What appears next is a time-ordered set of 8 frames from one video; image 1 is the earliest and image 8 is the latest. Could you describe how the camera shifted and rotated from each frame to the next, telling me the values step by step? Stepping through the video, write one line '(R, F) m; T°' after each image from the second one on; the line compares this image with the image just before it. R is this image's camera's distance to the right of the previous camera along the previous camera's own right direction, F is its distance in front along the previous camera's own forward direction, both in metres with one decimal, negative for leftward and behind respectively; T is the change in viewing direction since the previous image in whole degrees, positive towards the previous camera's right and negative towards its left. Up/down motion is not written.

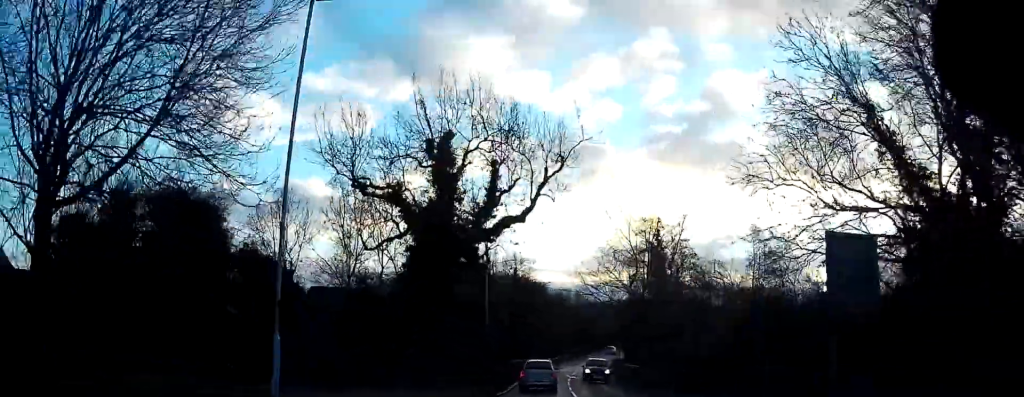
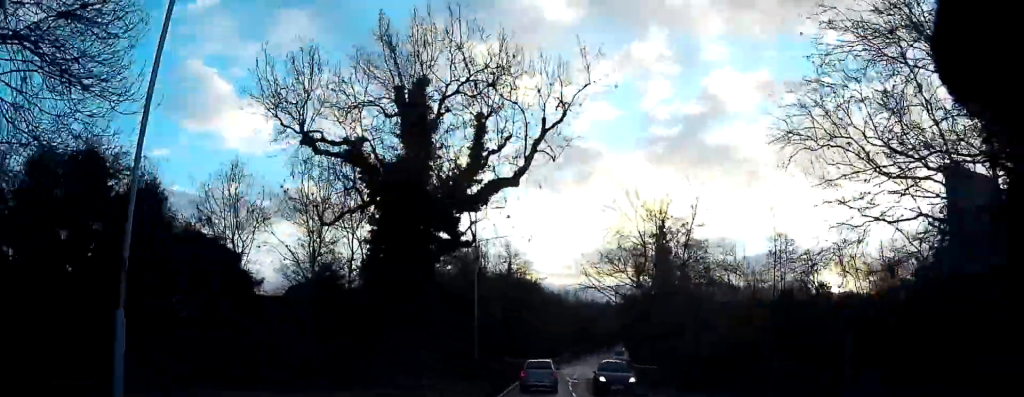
(-0.2, +5.6) m; -1°
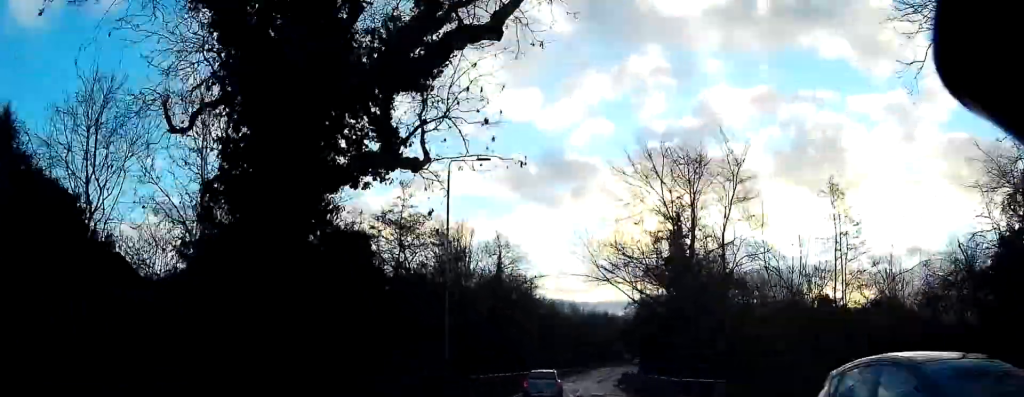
(-0.2, +10.7) m; -1°
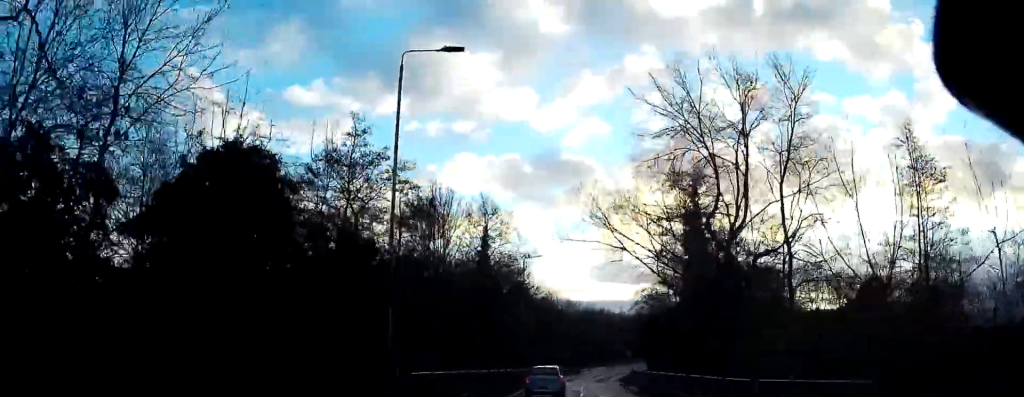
(0.0, +9.5) m; 0°
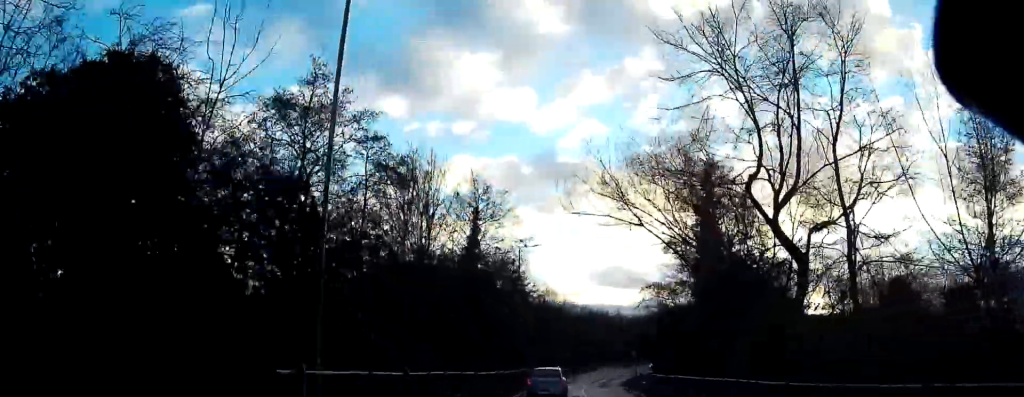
(0.0, +5.3) m; +1°
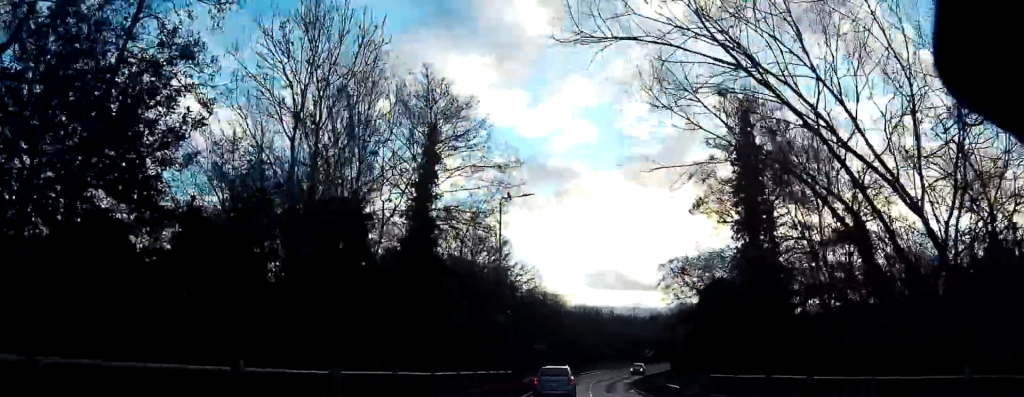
(+0.2, +12.9) m; +2°
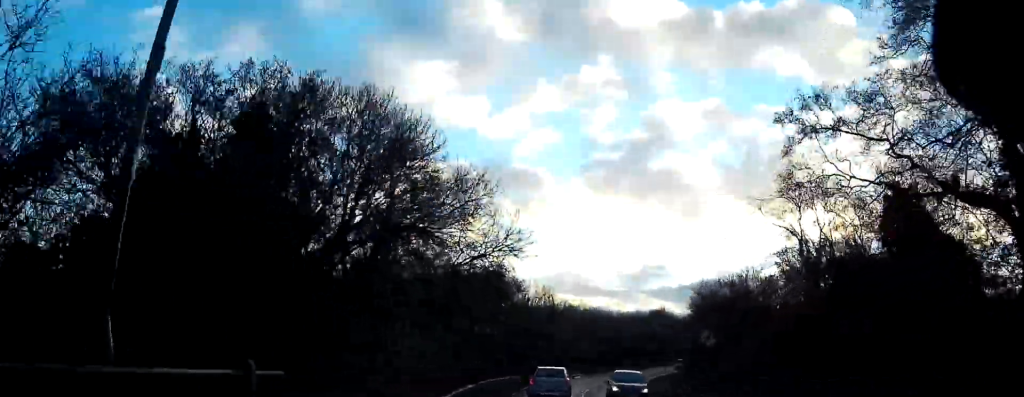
(+0.3, +28.3) m; 0°
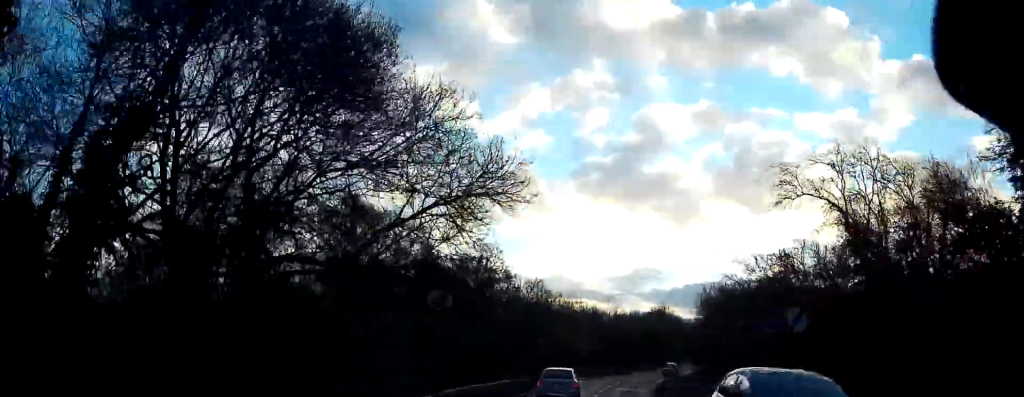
(0.0, +9.9) m; 0°
